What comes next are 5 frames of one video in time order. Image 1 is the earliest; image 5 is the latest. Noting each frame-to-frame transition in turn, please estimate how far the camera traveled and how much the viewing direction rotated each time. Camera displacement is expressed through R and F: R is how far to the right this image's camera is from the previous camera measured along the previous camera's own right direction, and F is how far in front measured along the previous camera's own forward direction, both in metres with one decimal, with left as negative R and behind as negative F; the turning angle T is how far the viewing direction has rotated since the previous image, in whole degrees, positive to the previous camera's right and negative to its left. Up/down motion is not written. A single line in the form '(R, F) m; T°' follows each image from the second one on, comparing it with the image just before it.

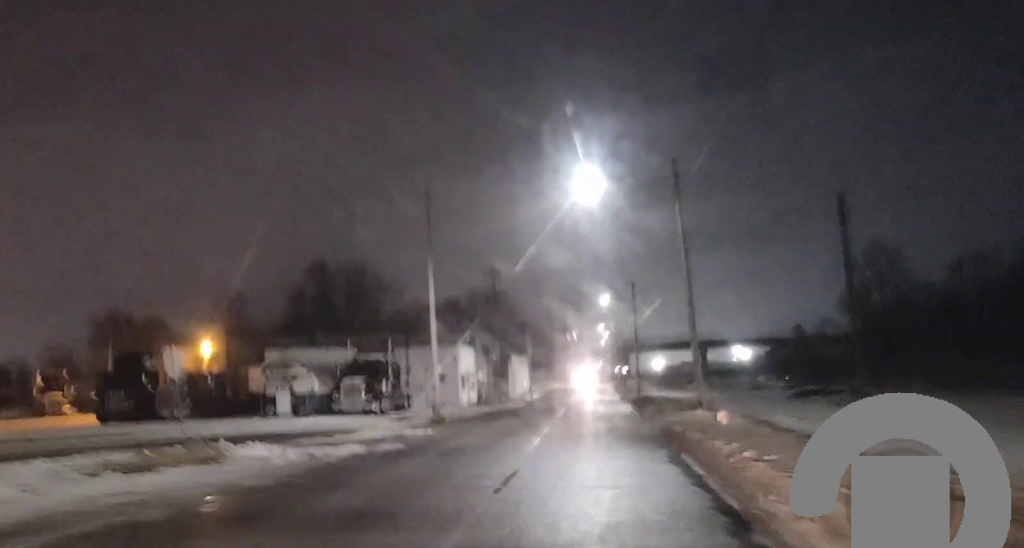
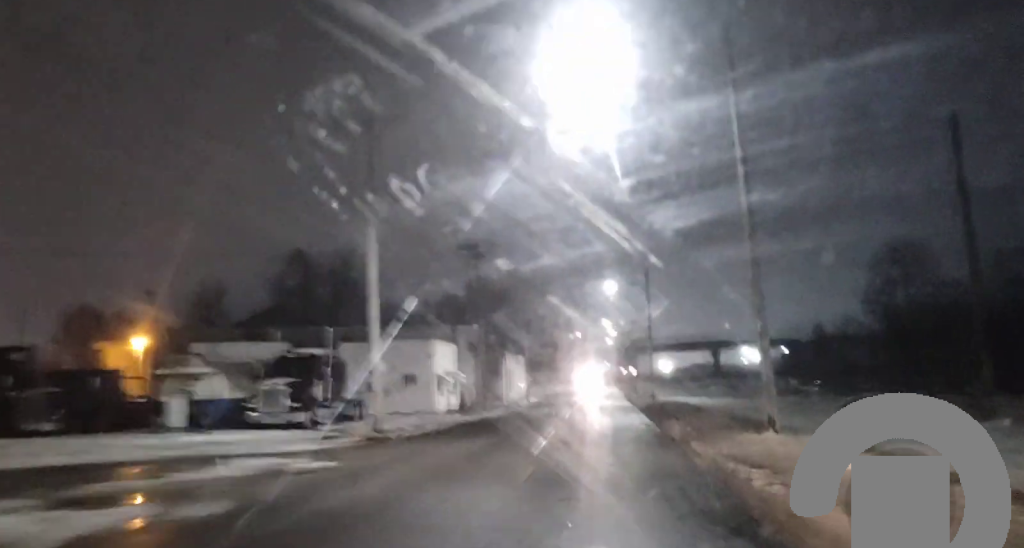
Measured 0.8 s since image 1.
(-0.2, +10.3) m; 0°
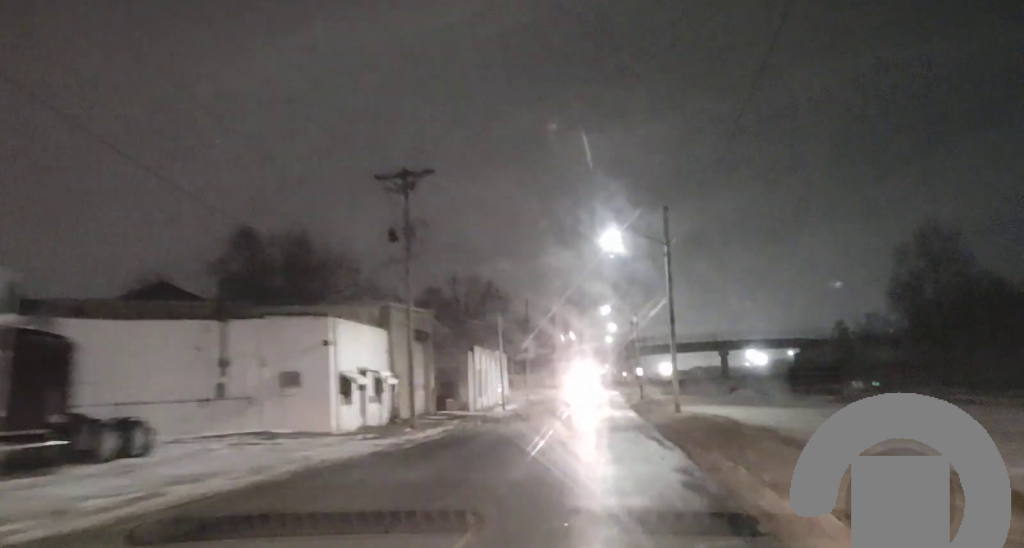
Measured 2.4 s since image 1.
(-0.1, +19.3) m; -2°
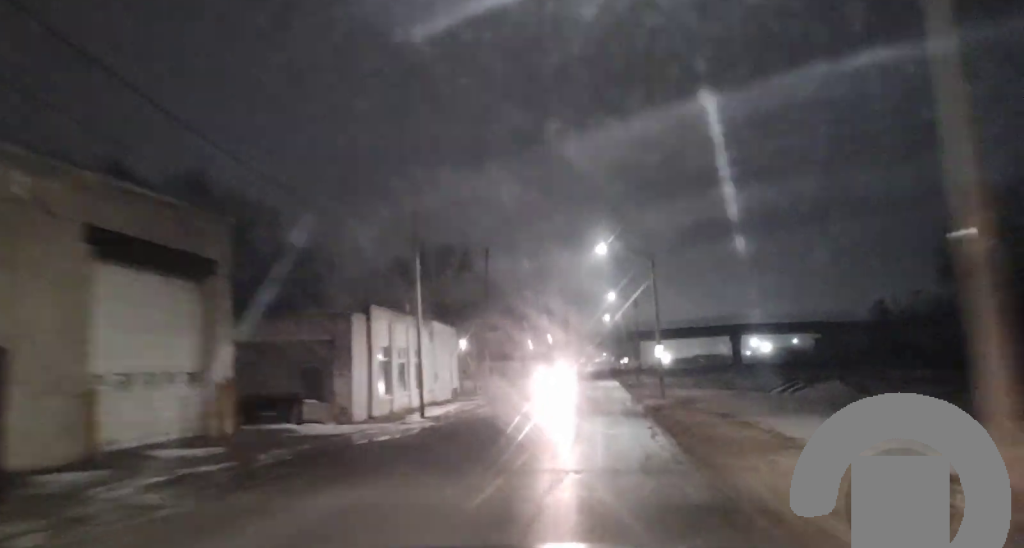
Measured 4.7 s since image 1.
(-0.3, +28.9) m; +2°
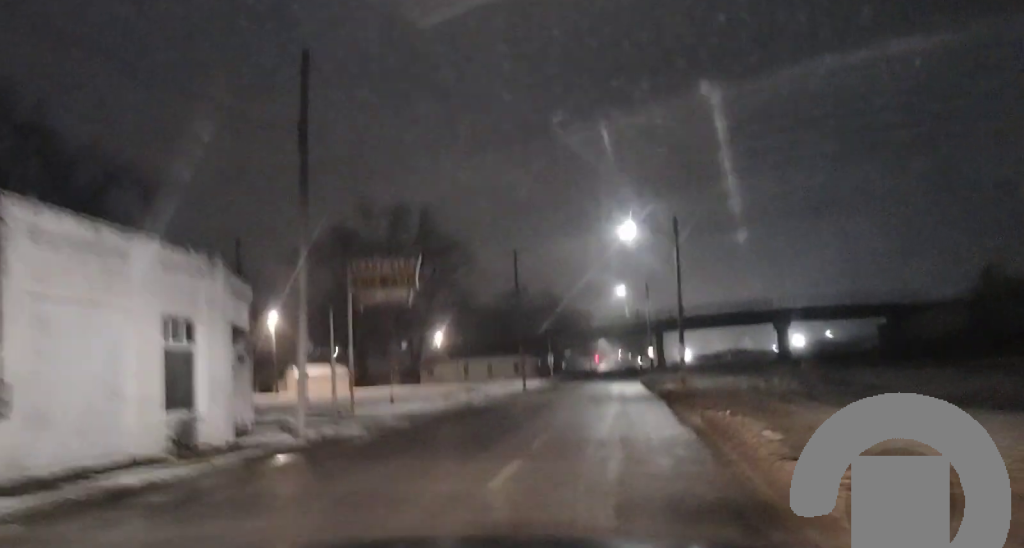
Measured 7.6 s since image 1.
(+1.1, +34.3) m; 0°
